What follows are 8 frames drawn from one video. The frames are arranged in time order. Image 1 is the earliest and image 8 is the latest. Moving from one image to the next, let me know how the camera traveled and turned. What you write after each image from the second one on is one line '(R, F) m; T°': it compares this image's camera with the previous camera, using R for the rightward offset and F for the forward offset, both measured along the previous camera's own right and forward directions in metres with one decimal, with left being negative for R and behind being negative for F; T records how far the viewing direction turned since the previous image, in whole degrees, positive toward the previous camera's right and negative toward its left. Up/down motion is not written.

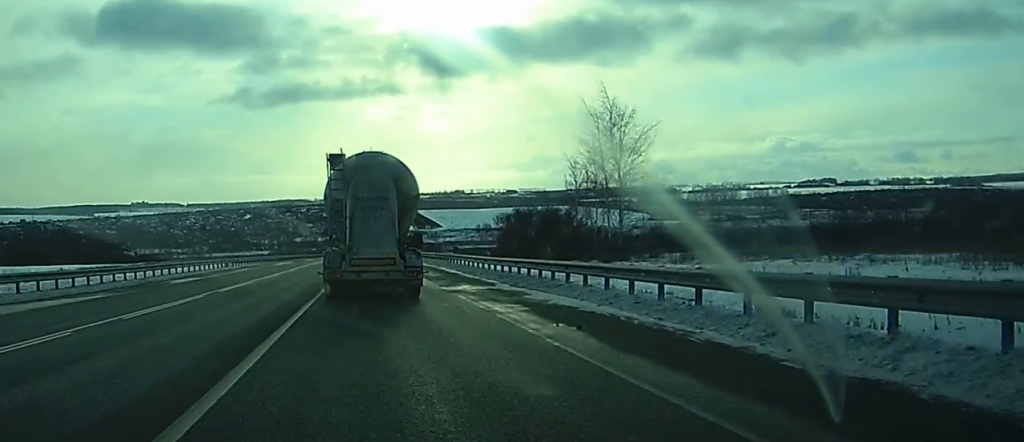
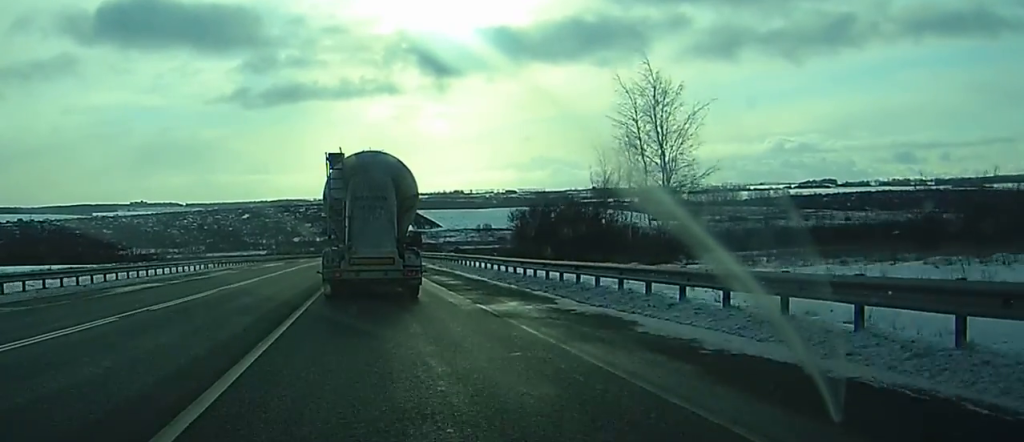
(-0.1, +9.3) m; 0°
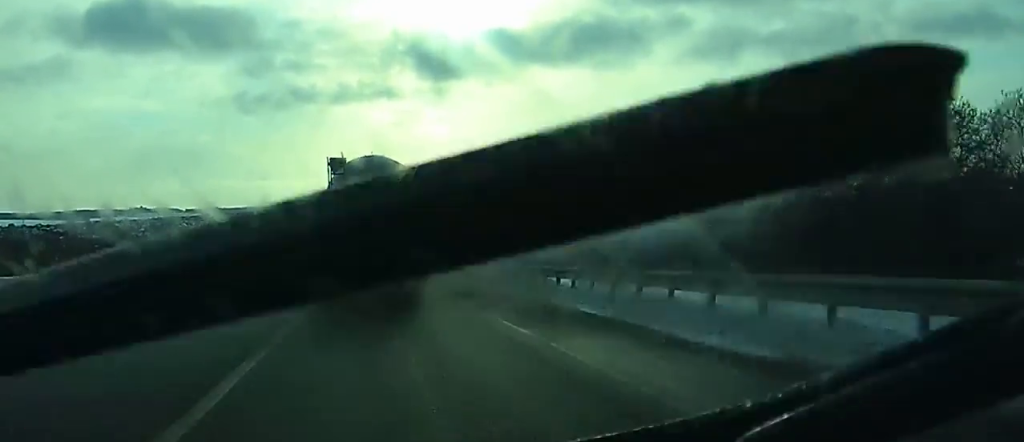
(+0.4, +57.0) m; 0°
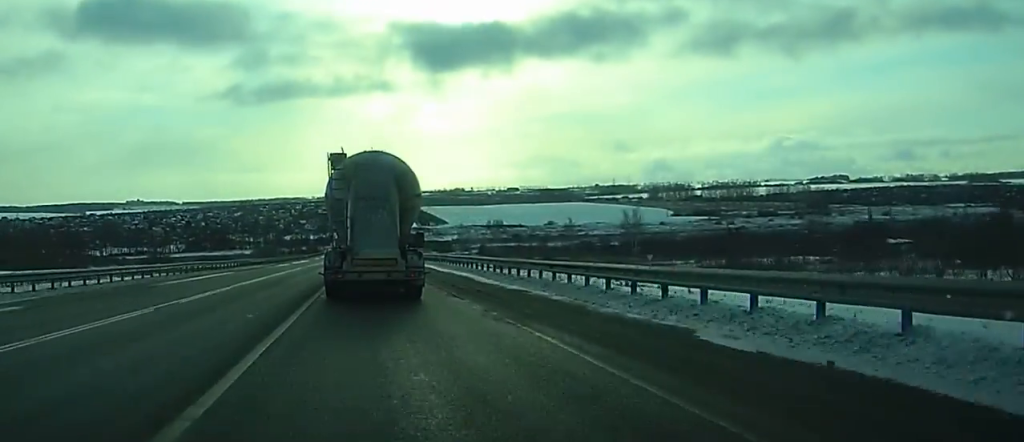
(0.0, +23.6) m; 0°
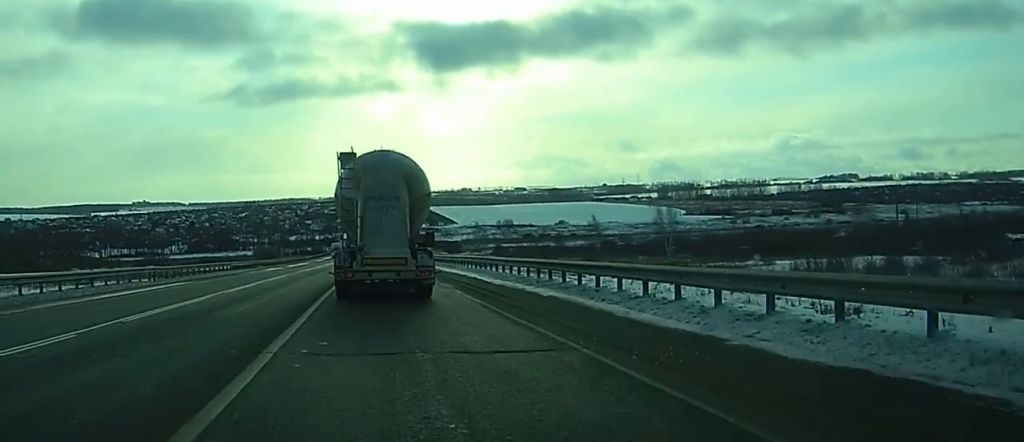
(-0.1, +18.1) m; 0°
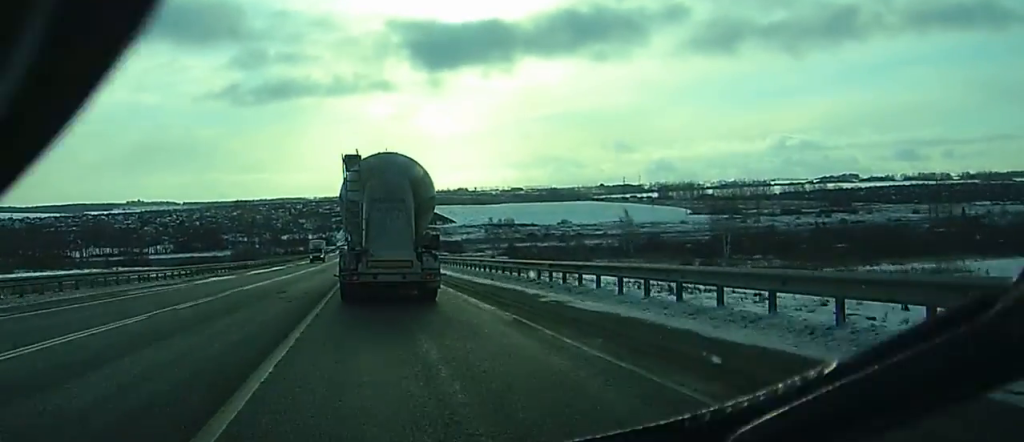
(0.0, +31.6) m; 0°
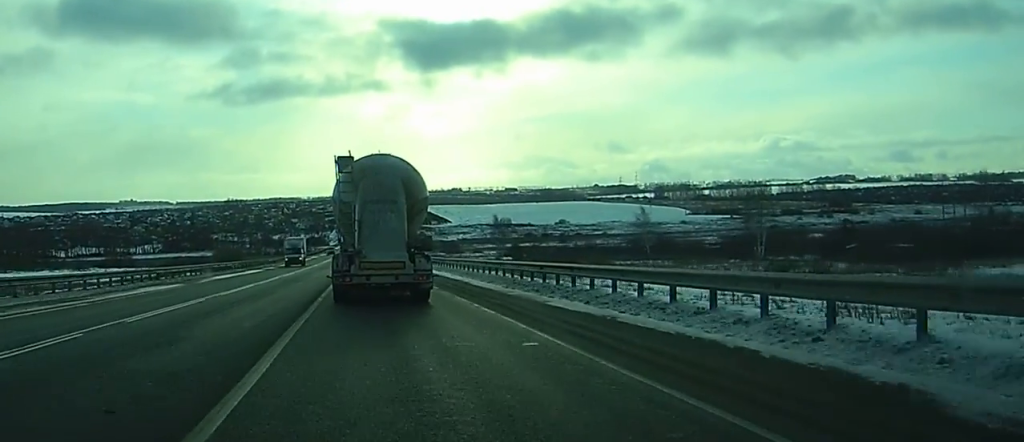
(0.0, +15.9) m; 0°
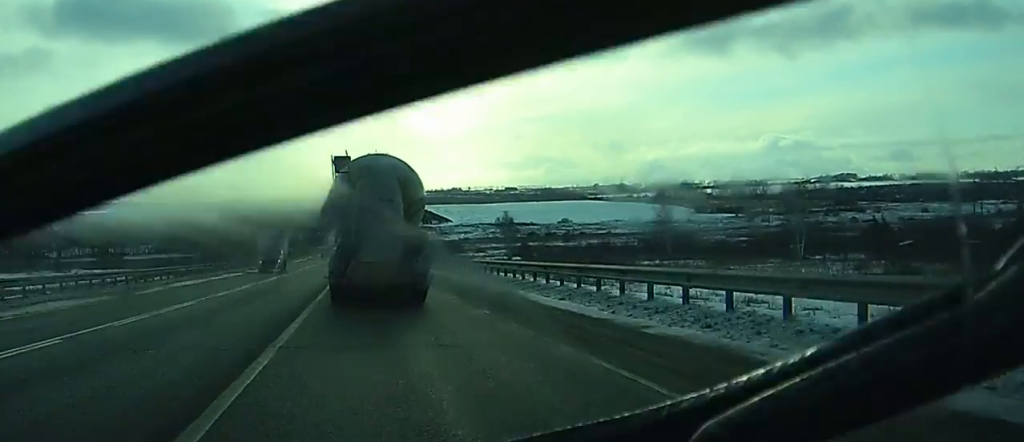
(0.0, +12.8) m; 0°
